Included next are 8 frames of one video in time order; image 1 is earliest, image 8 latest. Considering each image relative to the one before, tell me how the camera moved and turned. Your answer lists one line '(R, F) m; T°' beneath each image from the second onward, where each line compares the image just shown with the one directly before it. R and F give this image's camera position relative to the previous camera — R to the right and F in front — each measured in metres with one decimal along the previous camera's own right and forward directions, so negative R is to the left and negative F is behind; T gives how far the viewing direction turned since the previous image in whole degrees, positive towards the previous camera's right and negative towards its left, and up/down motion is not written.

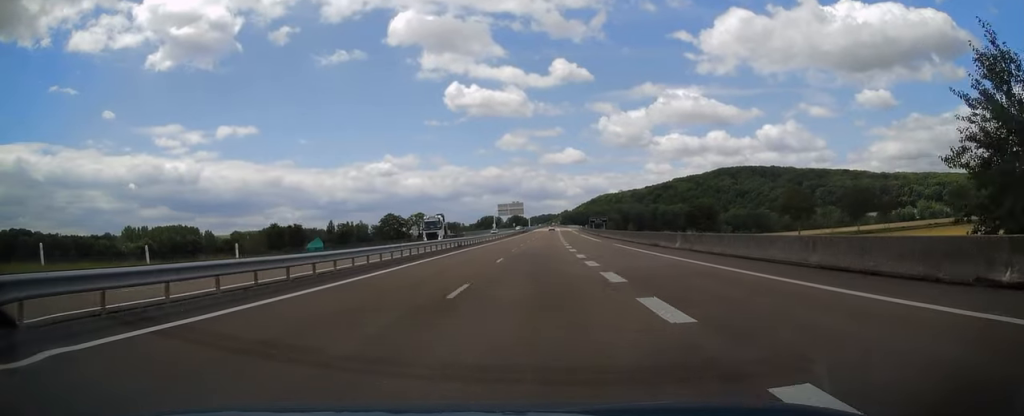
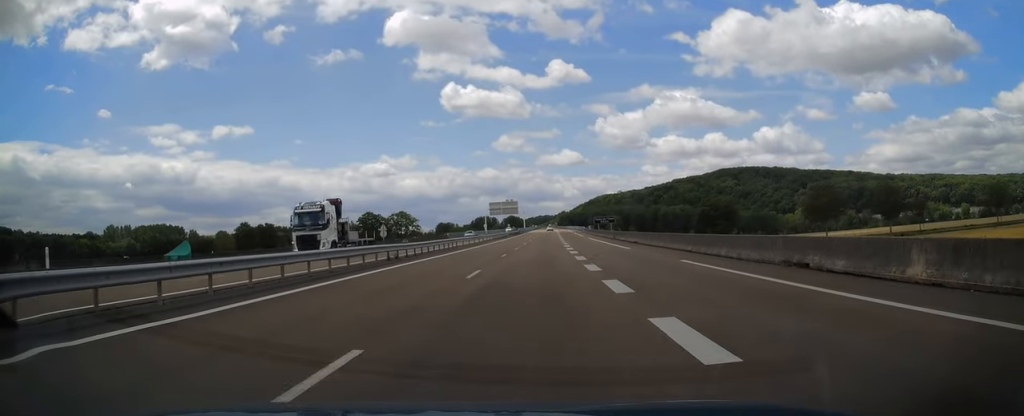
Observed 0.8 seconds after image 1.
(+0.1, +21.9) m; +1°
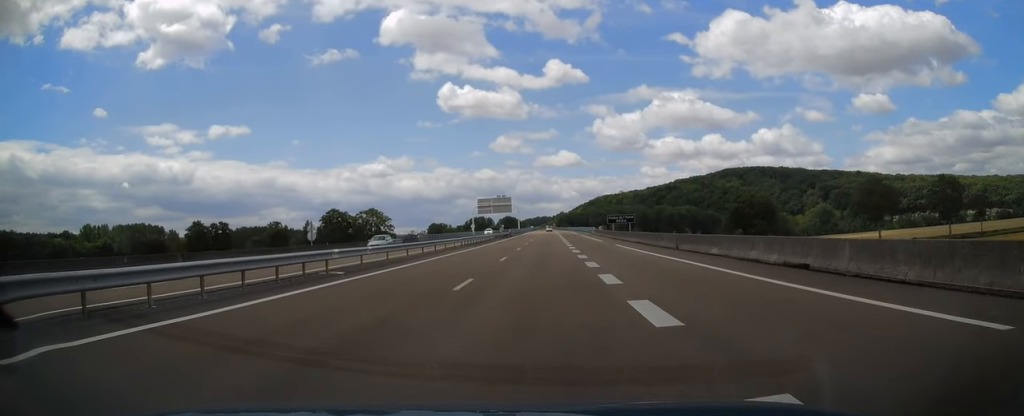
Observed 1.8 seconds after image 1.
(+0.1, +30.1) m; 0°
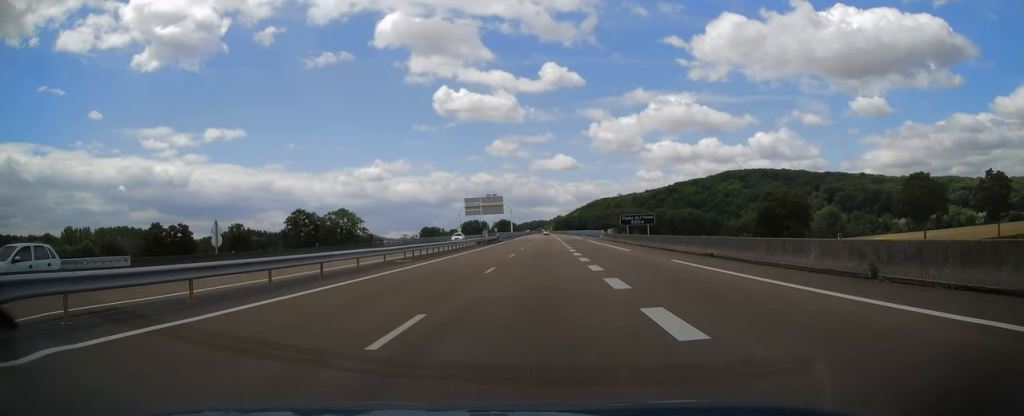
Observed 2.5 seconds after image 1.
(0.0, +20.4) m; 0°
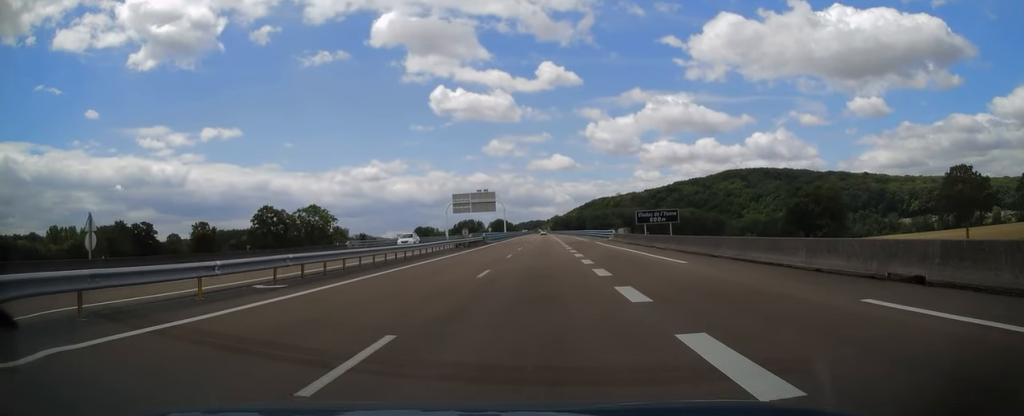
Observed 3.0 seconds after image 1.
(0.0, +15.6) m; 0°
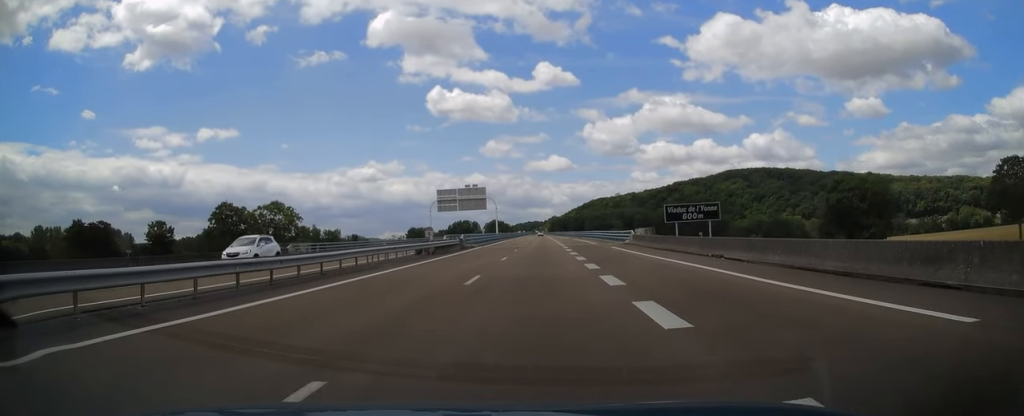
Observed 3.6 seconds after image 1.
(0.0, +16.0) m; 0°
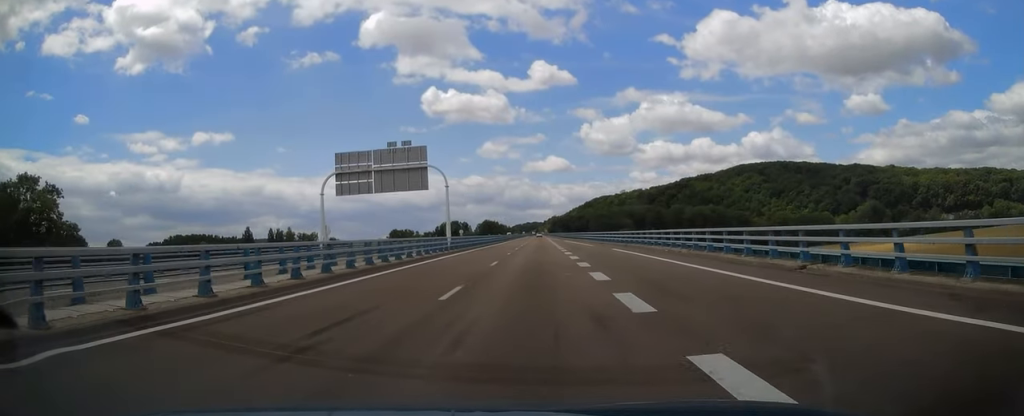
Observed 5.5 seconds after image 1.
(+0.2, +56.1) m; 0°
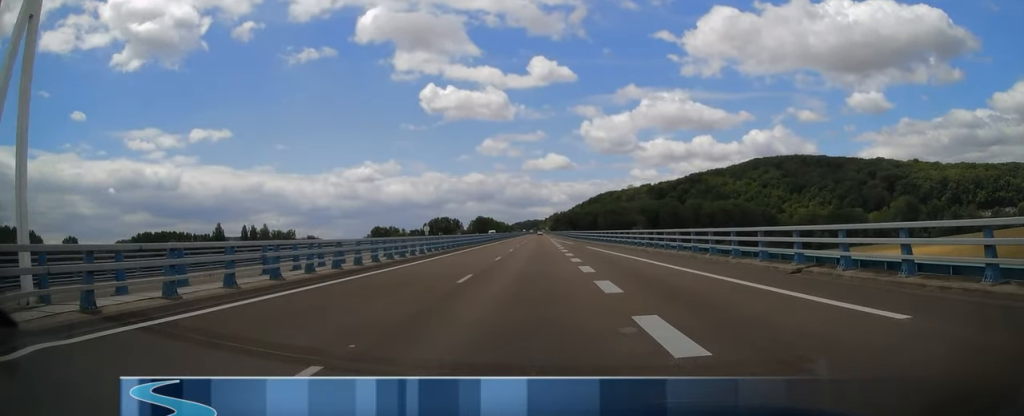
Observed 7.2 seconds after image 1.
(0.0, +48.8) m; 0°
